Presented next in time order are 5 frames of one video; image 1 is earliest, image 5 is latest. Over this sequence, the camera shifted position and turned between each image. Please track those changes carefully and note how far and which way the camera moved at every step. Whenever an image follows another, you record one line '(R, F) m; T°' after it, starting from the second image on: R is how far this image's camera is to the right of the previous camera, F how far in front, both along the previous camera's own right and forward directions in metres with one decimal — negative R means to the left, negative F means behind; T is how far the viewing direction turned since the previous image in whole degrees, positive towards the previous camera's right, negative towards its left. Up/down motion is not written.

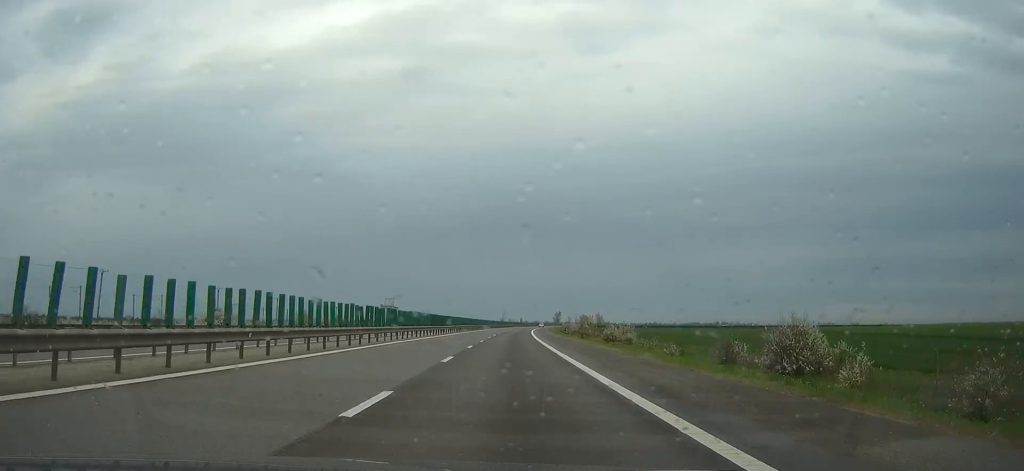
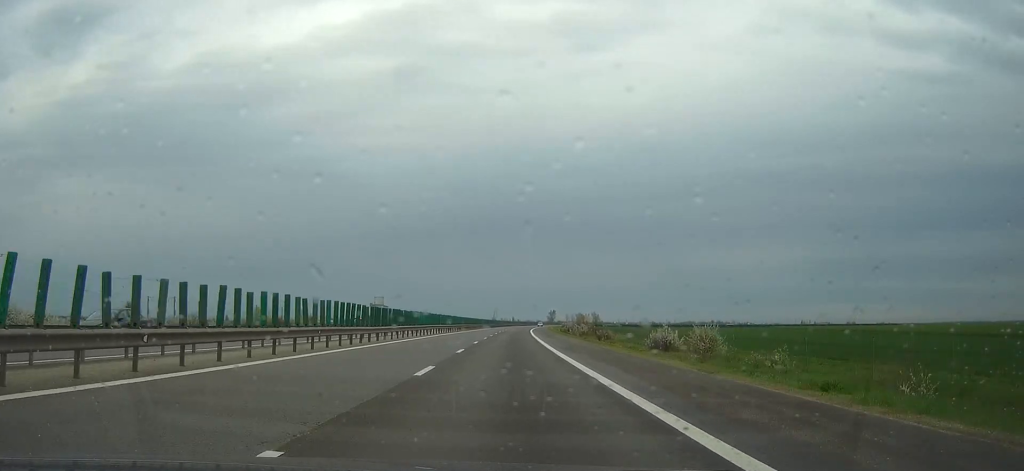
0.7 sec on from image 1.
(+0.1, +29.6) m; +1°
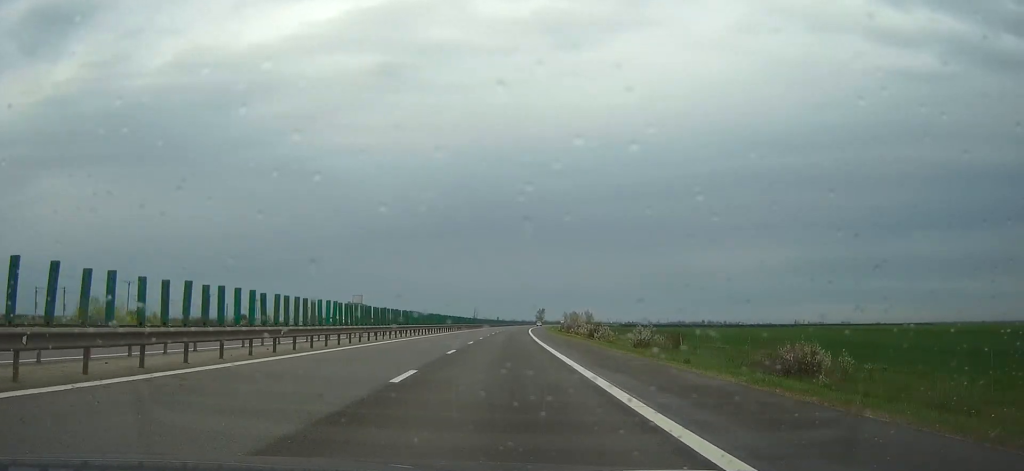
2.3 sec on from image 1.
(+0.8, +61.5) m; +1°
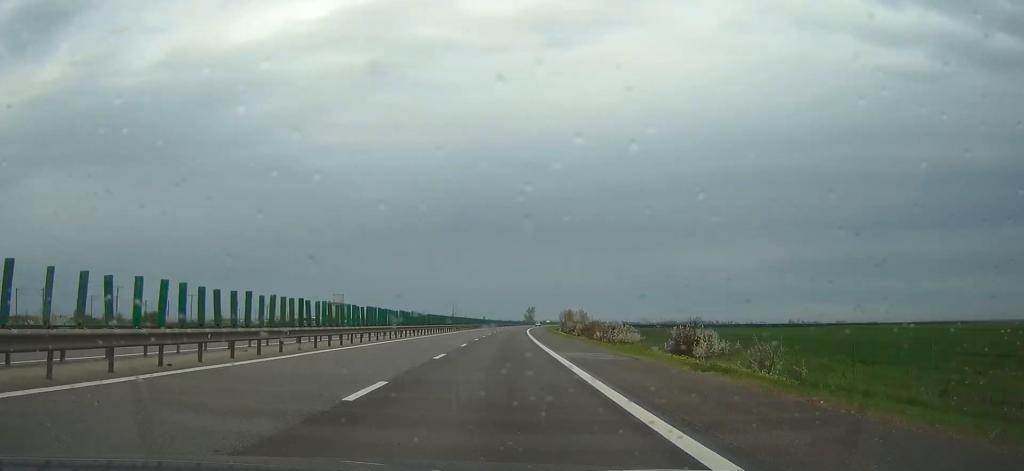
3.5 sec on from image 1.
(+0.2, +48.6) m; +1°
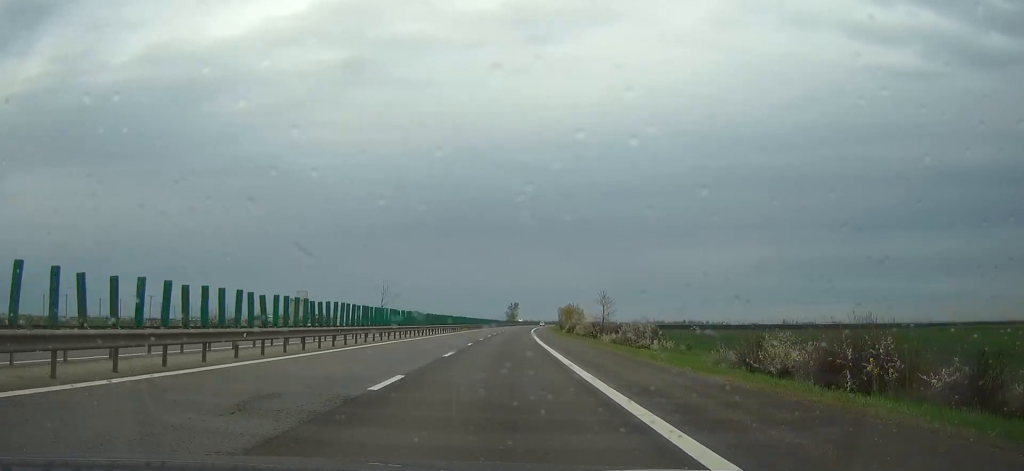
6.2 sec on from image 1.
(+1.2, +84.8) m; +1°
